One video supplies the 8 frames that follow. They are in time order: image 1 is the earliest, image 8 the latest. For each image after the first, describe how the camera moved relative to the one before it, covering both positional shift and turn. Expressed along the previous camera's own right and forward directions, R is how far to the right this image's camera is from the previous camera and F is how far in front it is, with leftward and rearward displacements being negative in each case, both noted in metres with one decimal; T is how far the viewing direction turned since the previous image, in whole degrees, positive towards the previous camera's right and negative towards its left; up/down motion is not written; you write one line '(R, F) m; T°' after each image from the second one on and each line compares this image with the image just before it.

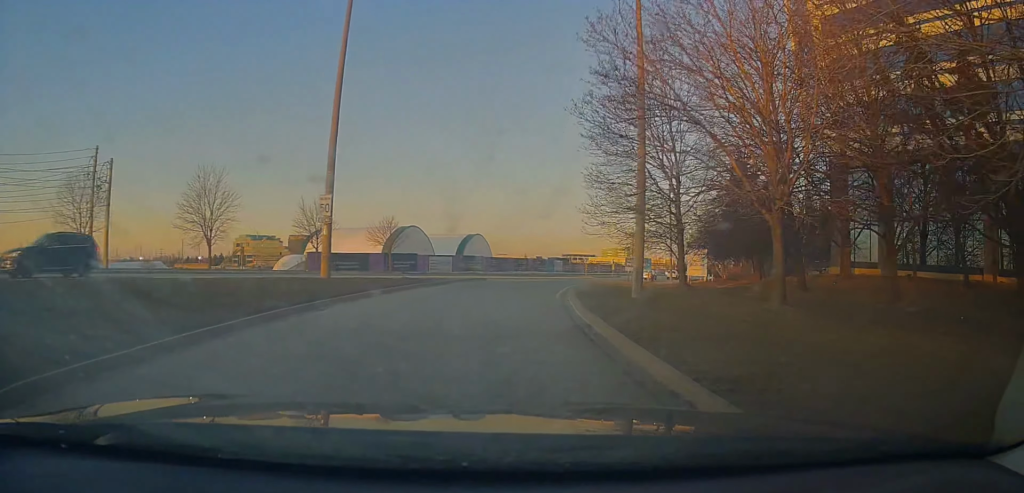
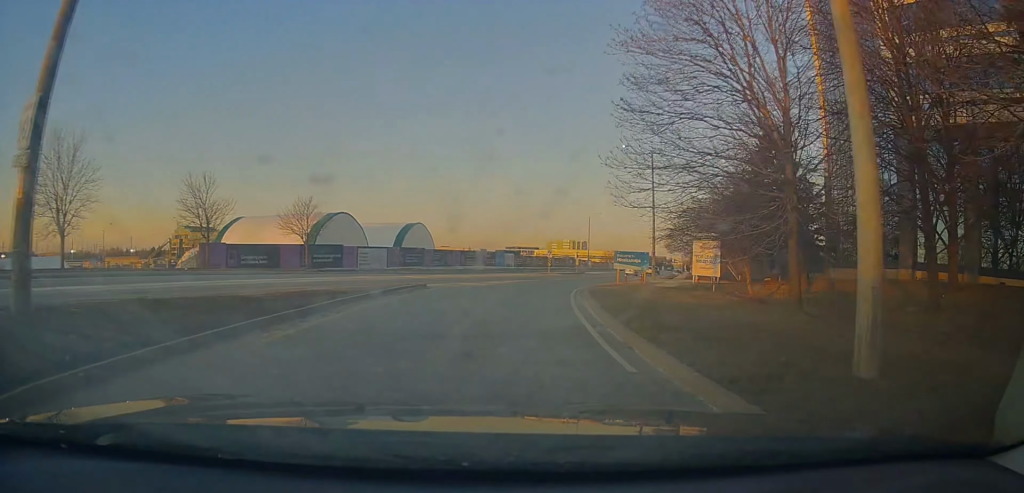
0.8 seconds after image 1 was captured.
(+0.8, +13.1) m; +5°
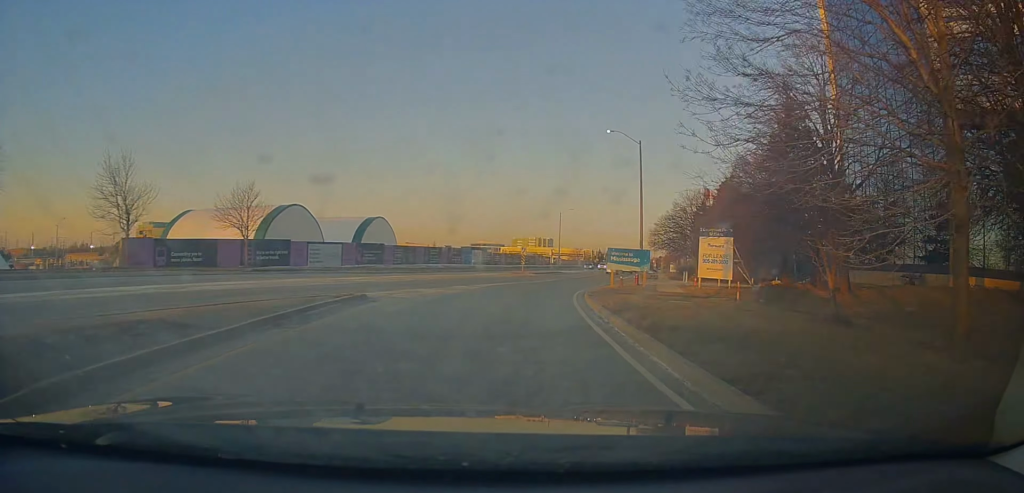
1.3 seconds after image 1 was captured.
(+0.2, +6.8) m; +5°
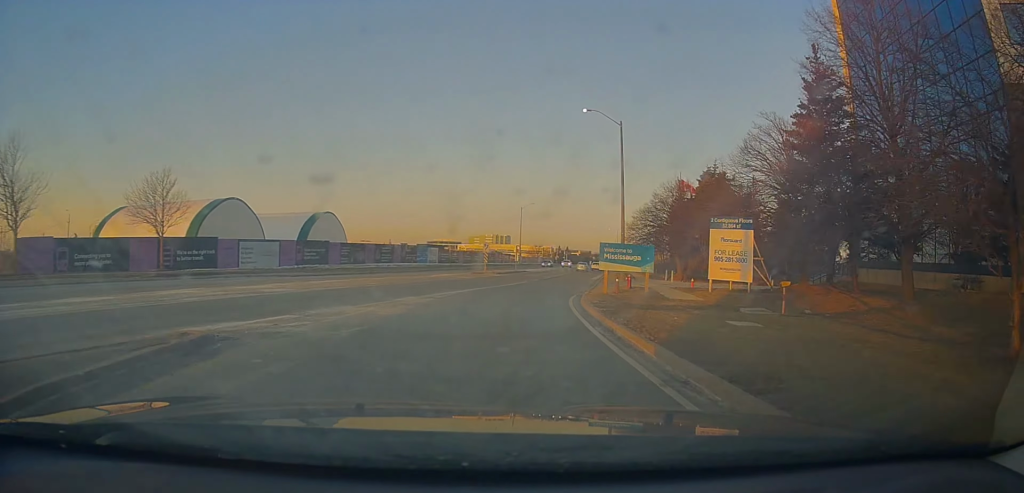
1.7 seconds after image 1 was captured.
(-0.3, +7.3) m; +5°
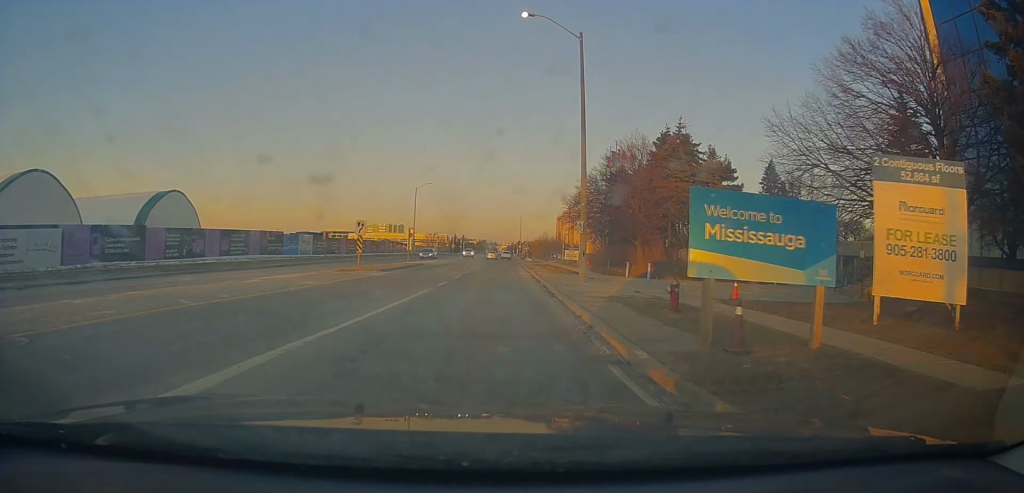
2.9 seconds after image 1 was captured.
(+2.8, +17.8) m; +11°
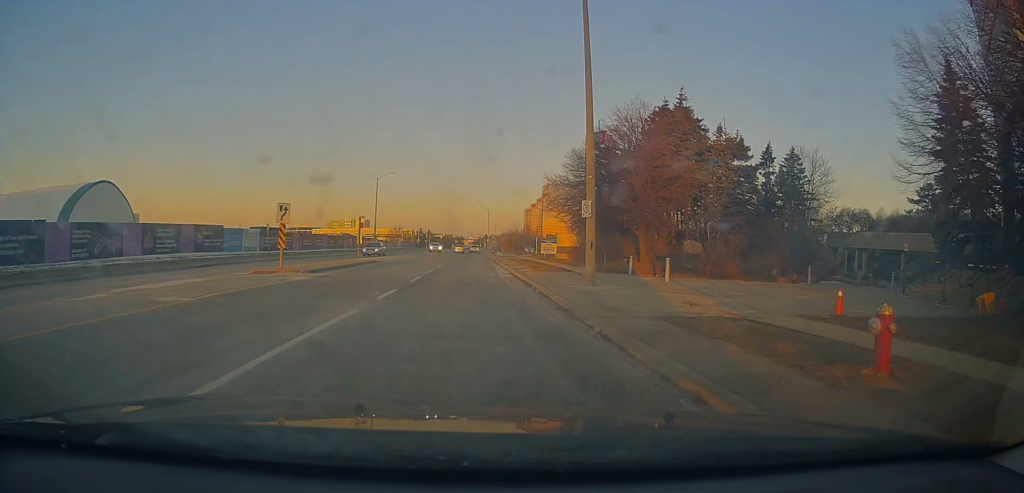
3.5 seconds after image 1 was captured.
(-0.2, +8.0) m; +2°
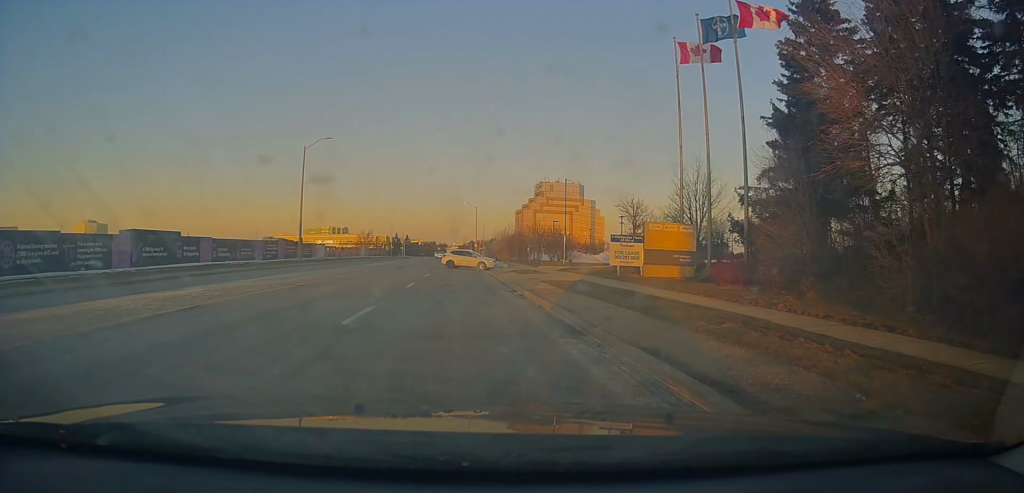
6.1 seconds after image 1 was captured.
(+4.0, +39.0) m; +9°
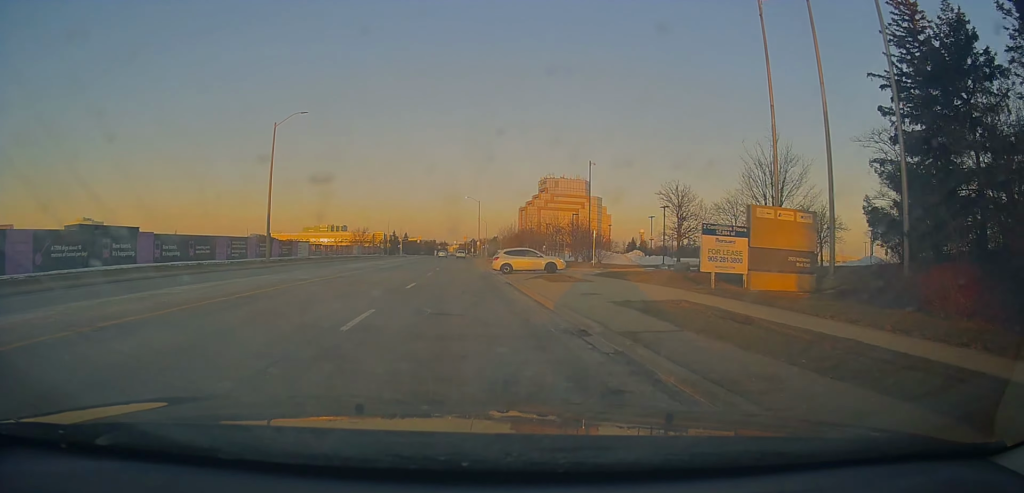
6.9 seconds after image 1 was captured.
(+0.1, +12.0) m; -2°
